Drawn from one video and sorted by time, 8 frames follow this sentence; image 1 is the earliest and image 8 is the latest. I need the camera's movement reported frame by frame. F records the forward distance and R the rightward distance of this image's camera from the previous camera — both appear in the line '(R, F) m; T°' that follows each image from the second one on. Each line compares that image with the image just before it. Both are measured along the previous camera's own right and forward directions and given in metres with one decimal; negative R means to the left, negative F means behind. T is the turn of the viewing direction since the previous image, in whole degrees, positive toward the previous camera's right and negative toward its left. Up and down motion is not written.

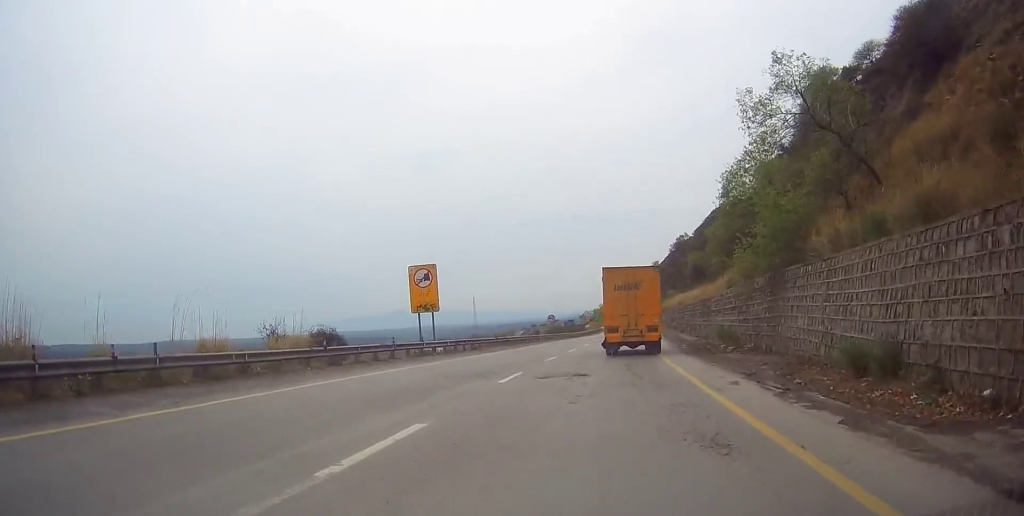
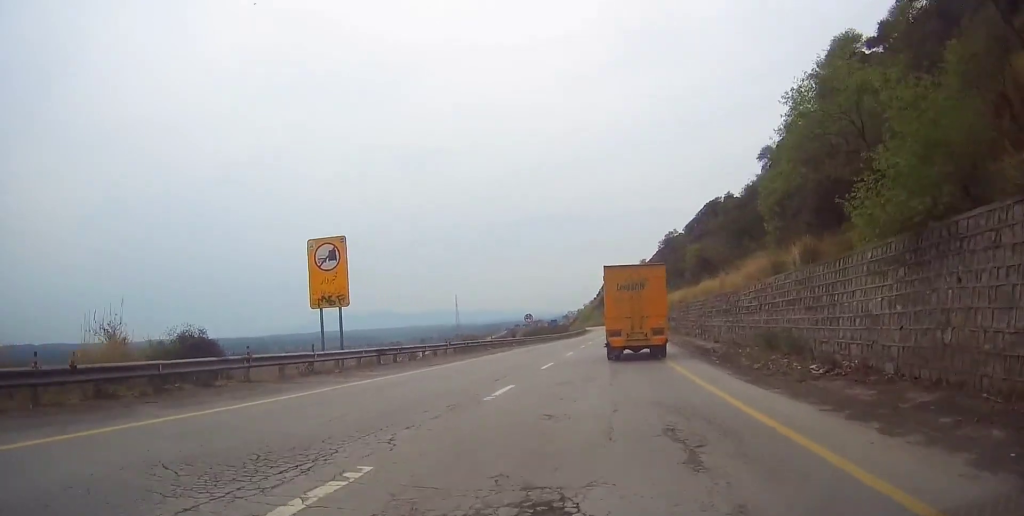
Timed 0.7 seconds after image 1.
(-0.1, +11.4) m; +2°
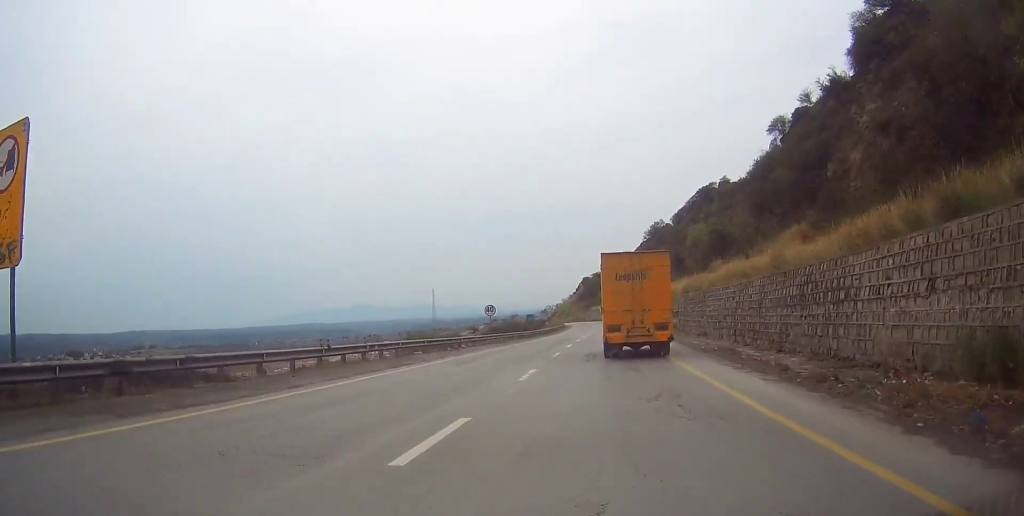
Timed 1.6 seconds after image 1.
(+0.5, +14.6) m; +2°
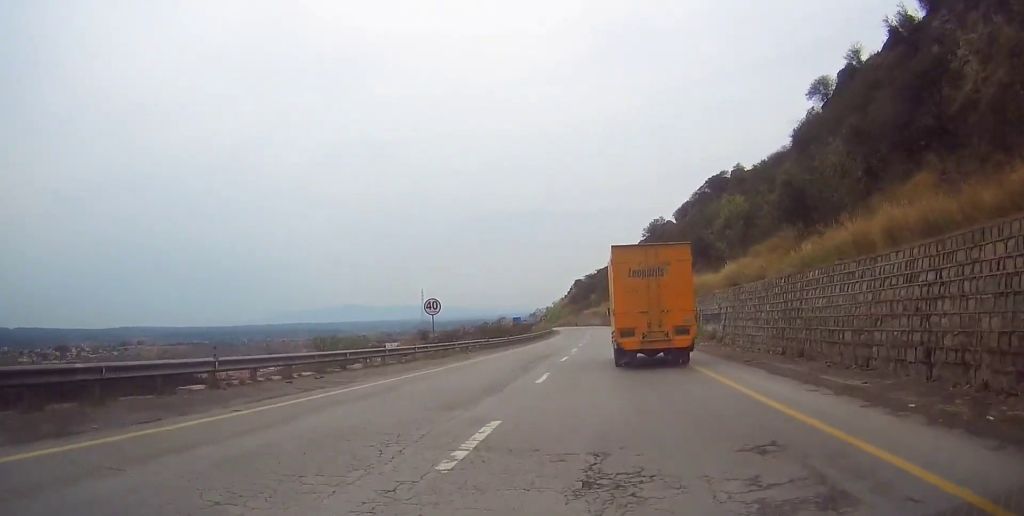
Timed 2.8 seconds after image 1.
(0.0, +18.0) m; 0°
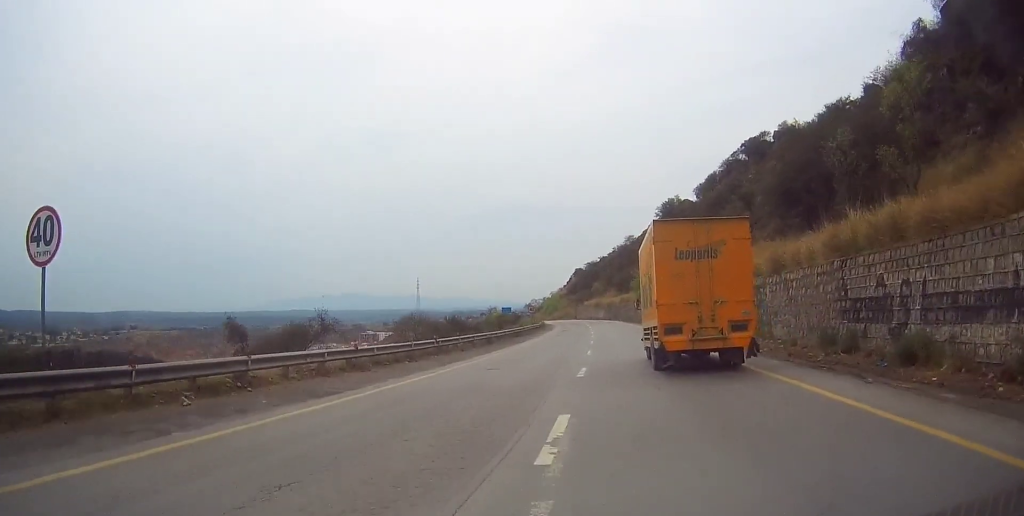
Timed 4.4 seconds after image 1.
(+0.4, +26.7) m; +2°
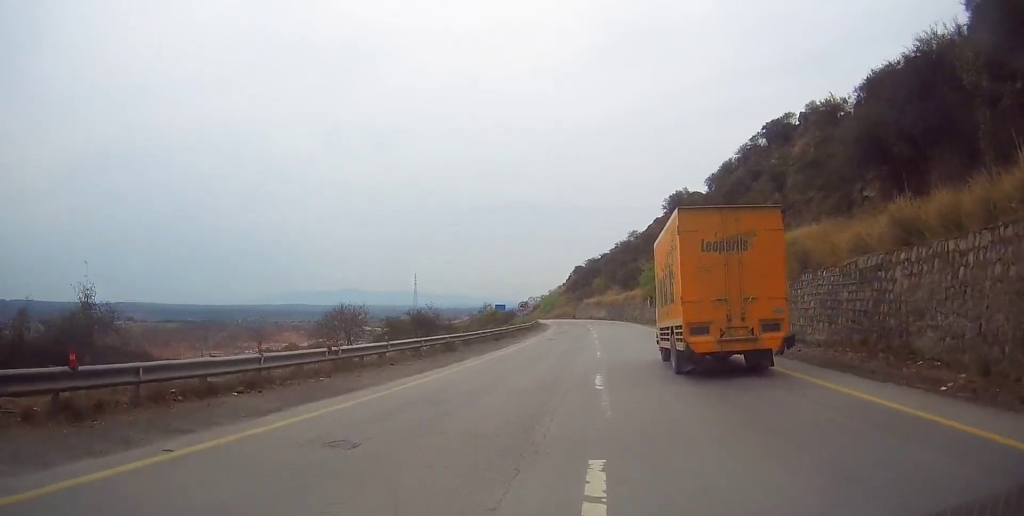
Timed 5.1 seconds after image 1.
(+0.3, +11.9) m; 0°
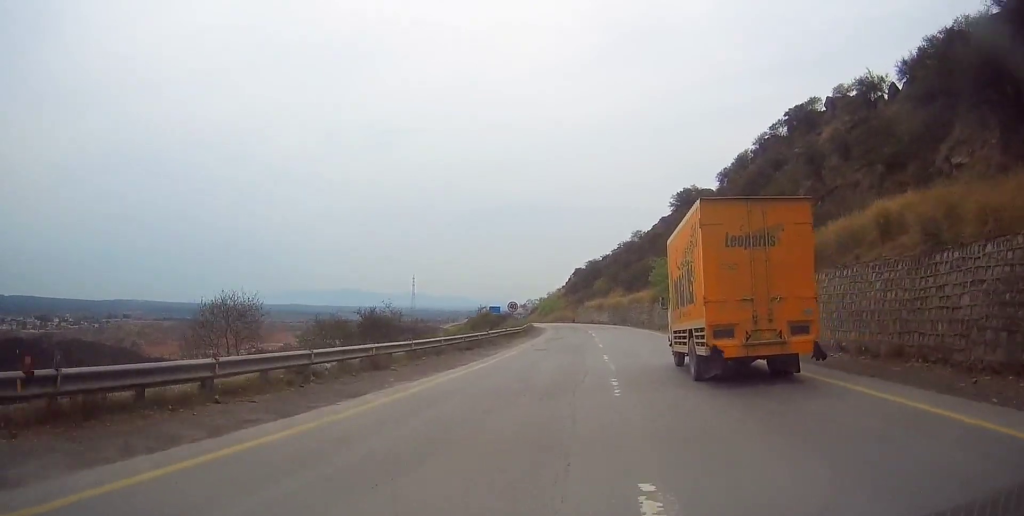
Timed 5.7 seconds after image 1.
(-0.3, +10.1) m; -1°
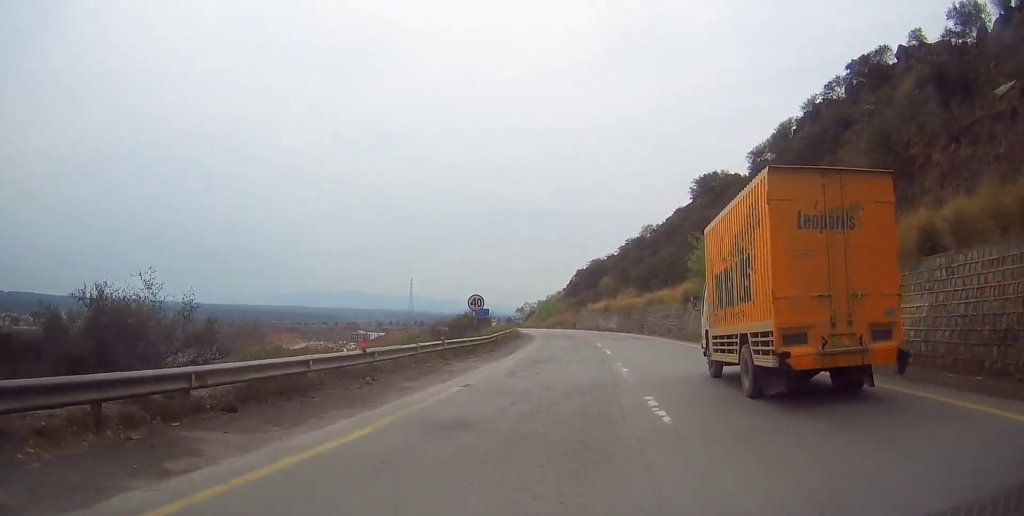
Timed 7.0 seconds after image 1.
(-0.1, +21.4) m; 0°
